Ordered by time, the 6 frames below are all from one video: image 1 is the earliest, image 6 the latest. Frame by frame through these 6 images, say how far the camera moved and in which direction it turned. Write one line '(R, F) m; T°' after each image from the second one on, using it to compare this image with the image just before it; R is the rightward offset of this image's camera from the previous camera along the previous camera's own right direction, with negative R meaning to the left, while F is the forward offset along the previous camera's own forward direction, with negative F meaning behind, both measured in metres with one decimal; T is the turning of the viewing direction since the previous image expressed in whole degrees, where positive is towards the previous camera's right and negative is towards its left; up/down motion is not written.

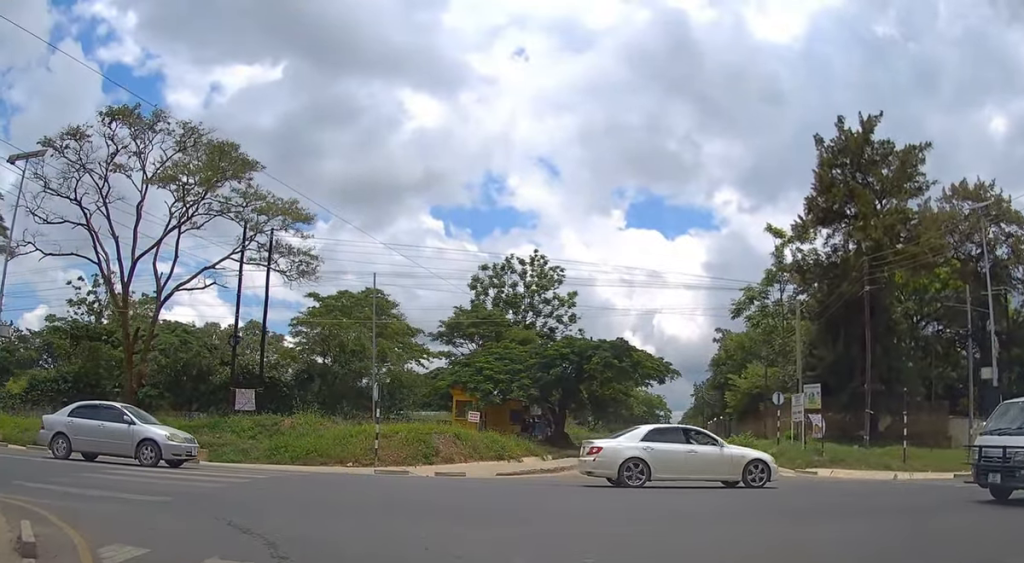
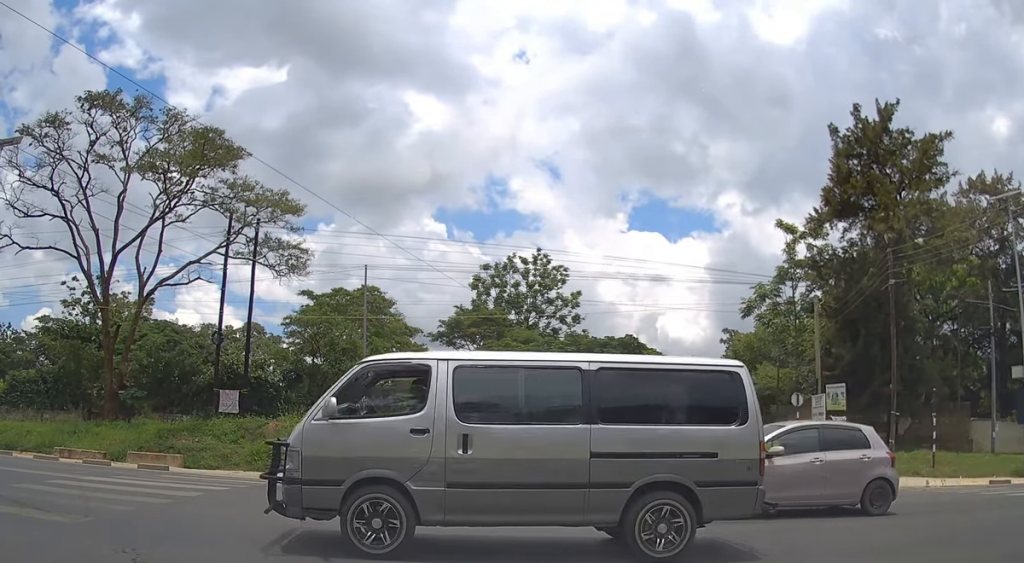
(-0.1, +3.1) m; -2°
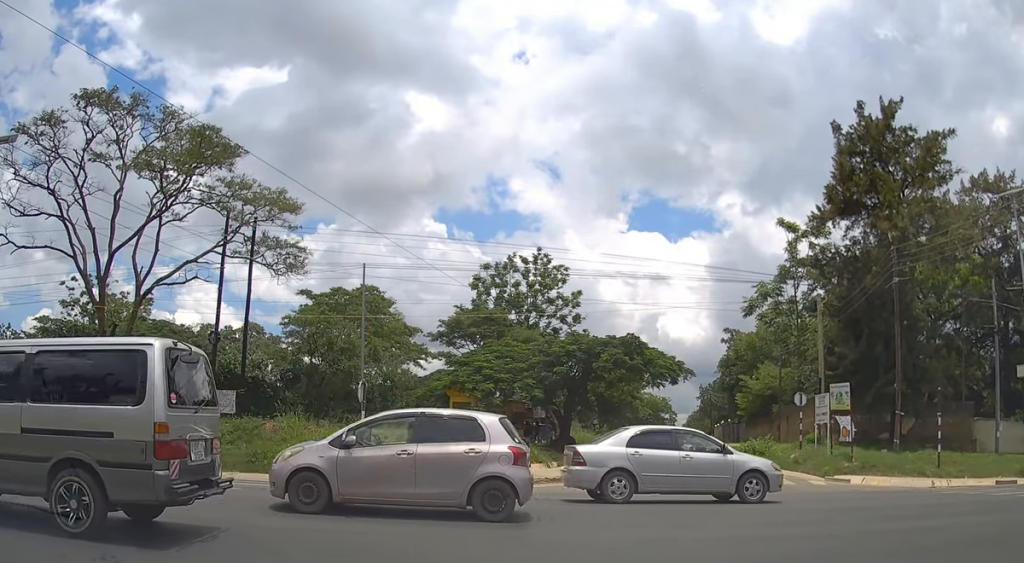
(+0.1, +0.3) m; 0°
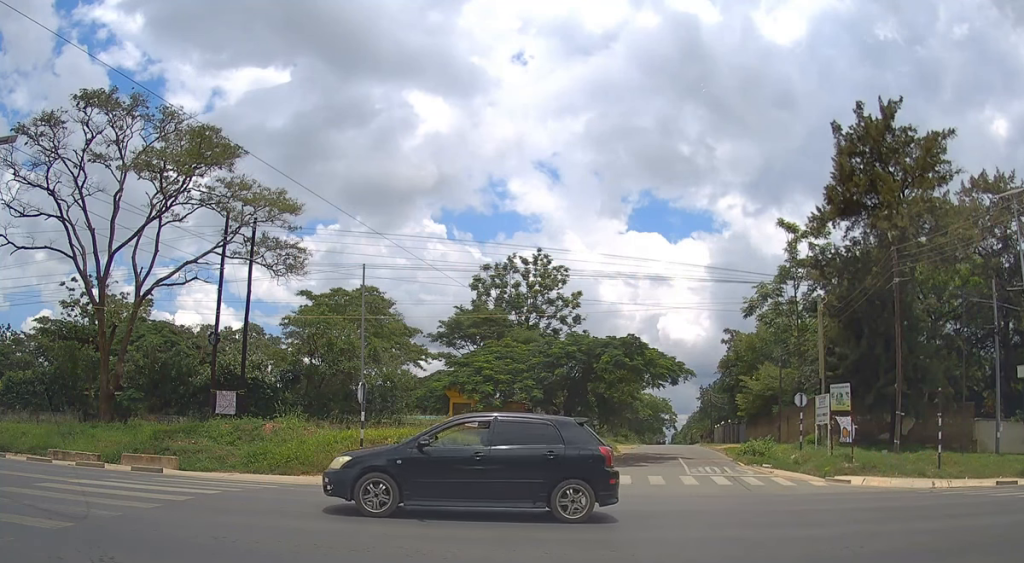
(+0.3, +0.6) m; 0°
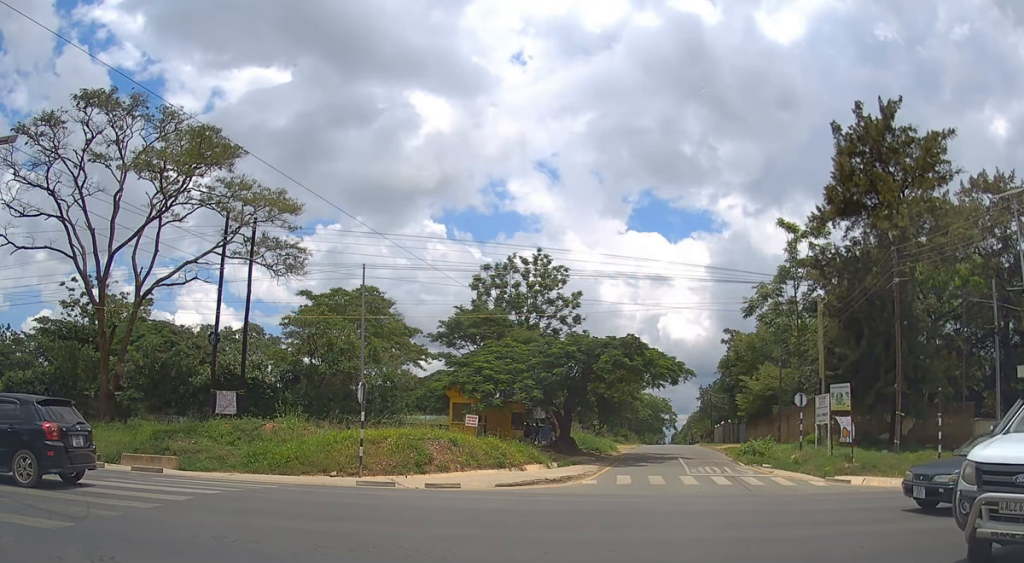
(0.0, +0.3) m; 0°
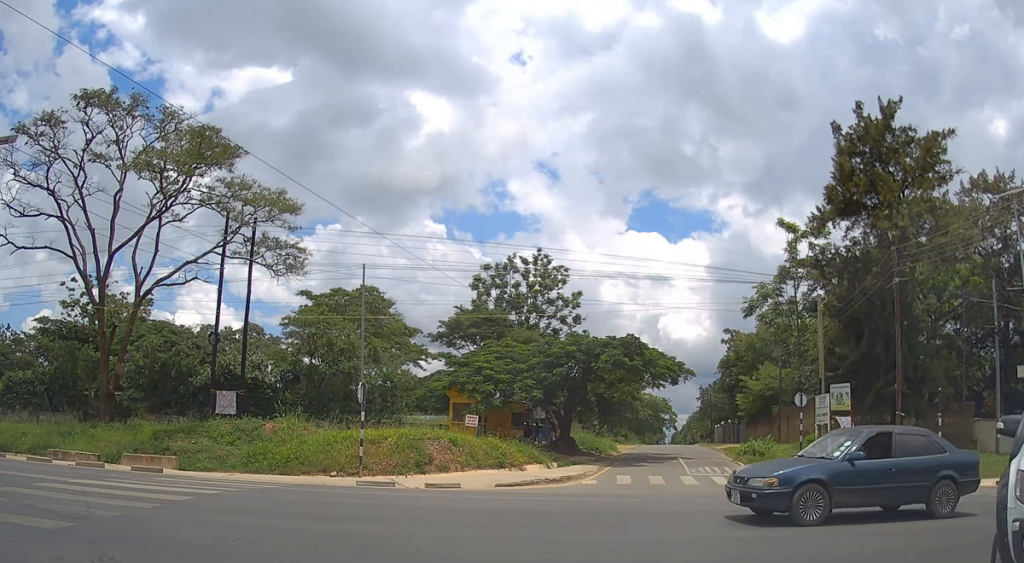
(0.0, 0.0) m; 0°
